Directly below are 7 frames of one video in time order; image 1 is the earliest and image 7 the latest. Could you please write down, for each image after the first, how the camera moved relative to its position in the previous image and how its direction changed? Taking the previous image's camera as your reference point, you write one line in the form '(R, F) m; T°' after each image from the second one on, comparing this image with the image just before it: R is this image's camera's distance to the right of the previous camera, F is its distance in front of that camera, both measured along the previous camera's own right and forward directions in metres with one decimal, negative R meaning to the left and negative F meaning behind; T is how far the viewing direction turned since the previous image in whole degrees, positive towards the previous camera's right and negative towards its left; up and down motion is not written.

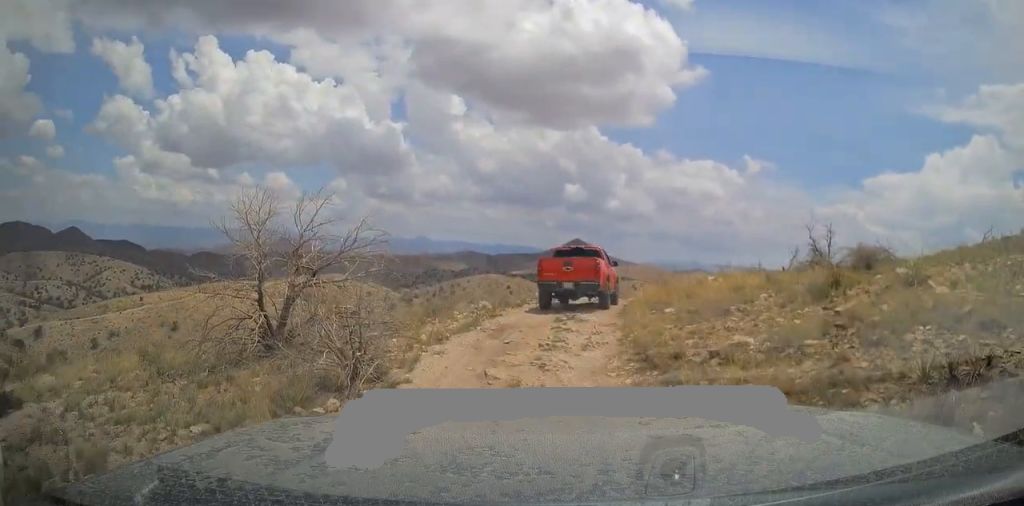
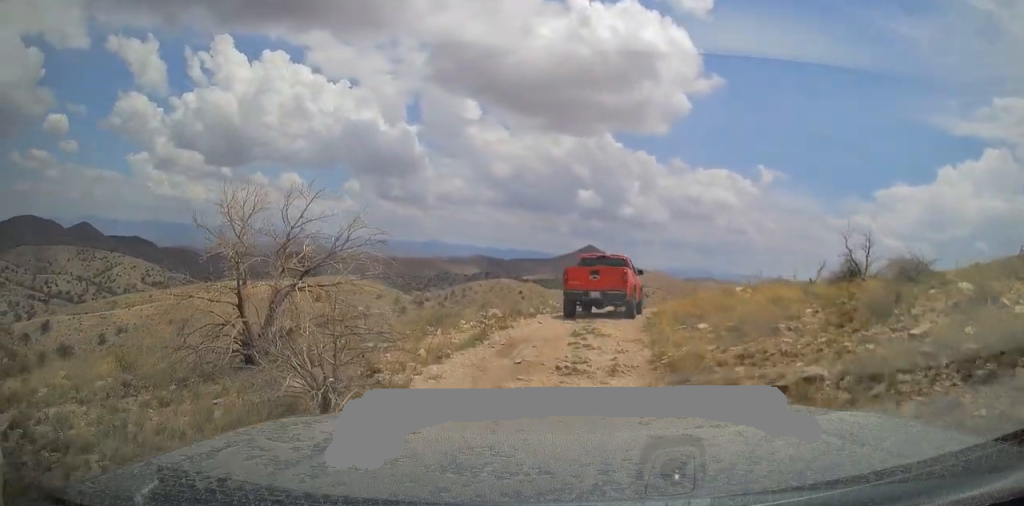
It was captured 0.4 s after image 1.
(-0.1, +1.7) m; -1°
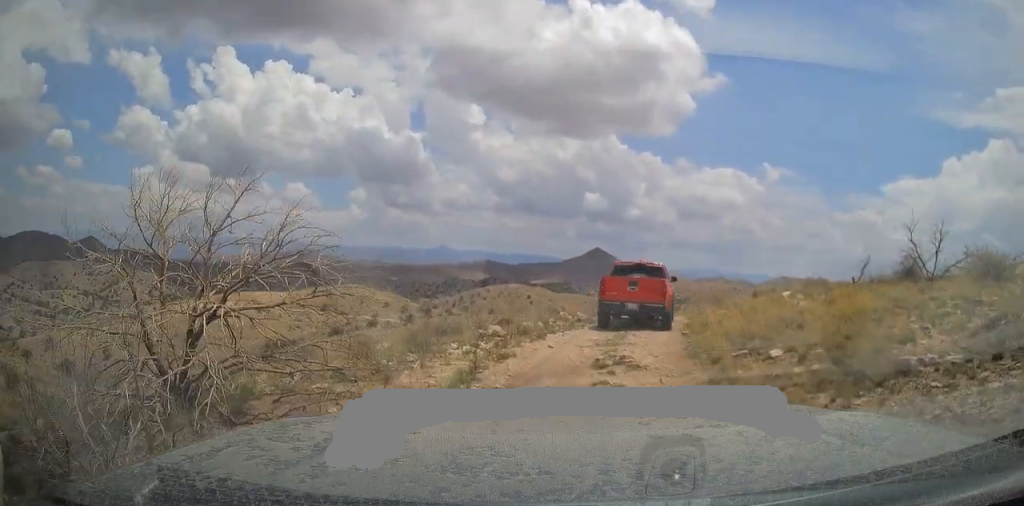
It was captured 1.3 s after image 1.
(+0.1, +3.5) m; +1°
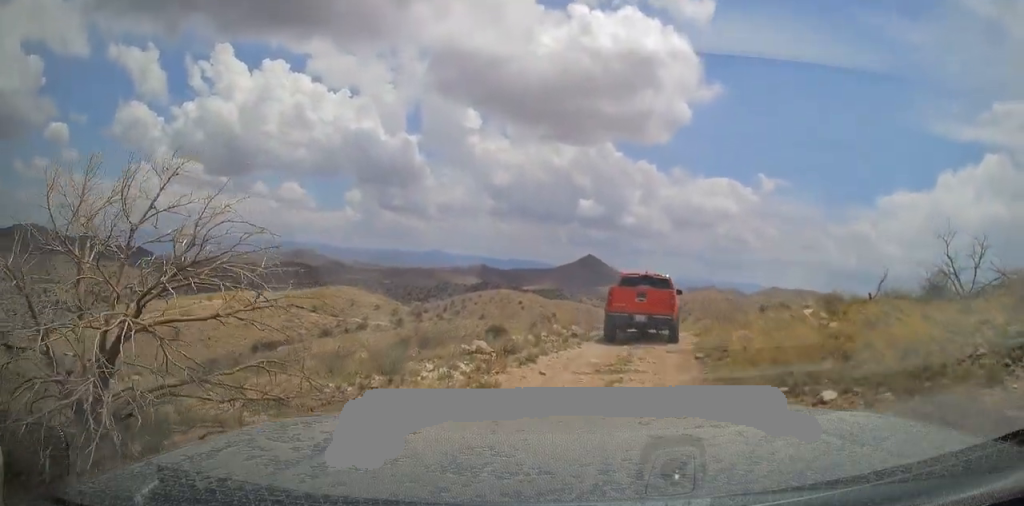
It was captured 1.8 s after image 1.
(0.0, +2.0) m; +1°
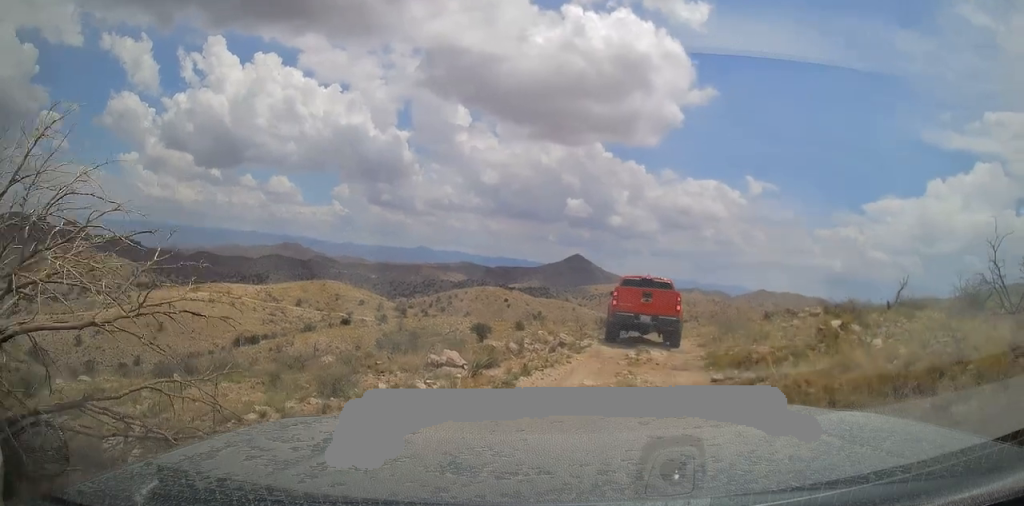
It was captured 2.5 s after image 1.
(-0.1, +2.4) m; +2°
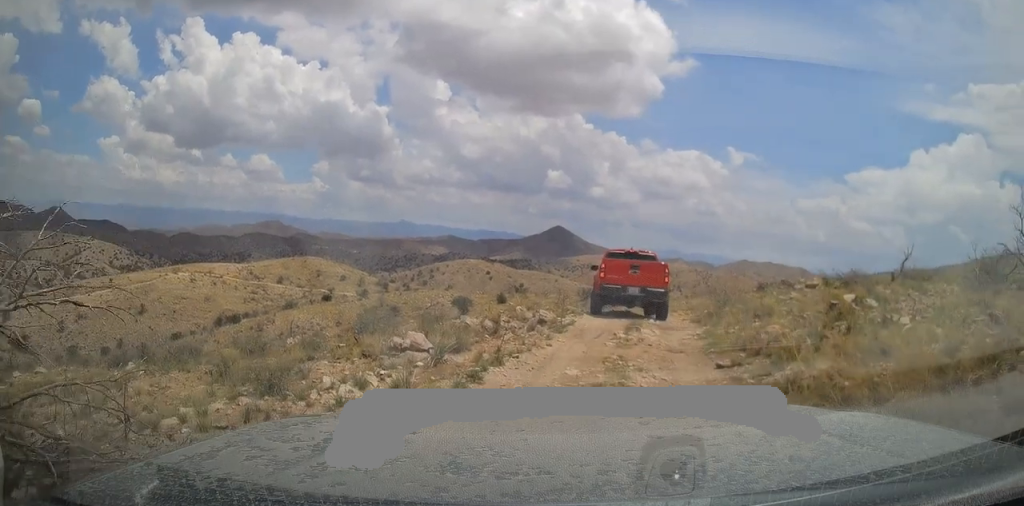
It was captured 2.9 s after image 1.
(+0.1, +1.5) m; 0°
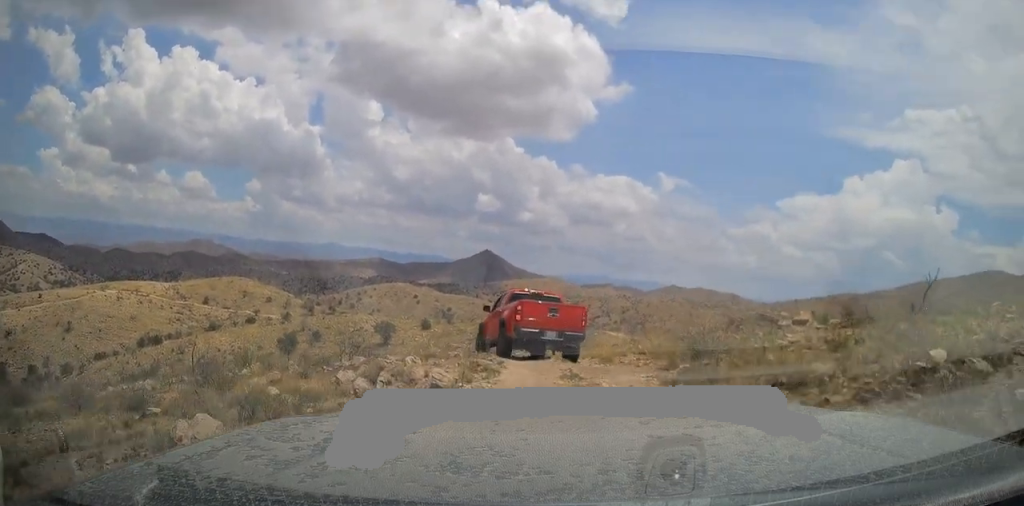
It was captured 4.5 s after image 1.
(-0.1, +5.3) m; +3°
